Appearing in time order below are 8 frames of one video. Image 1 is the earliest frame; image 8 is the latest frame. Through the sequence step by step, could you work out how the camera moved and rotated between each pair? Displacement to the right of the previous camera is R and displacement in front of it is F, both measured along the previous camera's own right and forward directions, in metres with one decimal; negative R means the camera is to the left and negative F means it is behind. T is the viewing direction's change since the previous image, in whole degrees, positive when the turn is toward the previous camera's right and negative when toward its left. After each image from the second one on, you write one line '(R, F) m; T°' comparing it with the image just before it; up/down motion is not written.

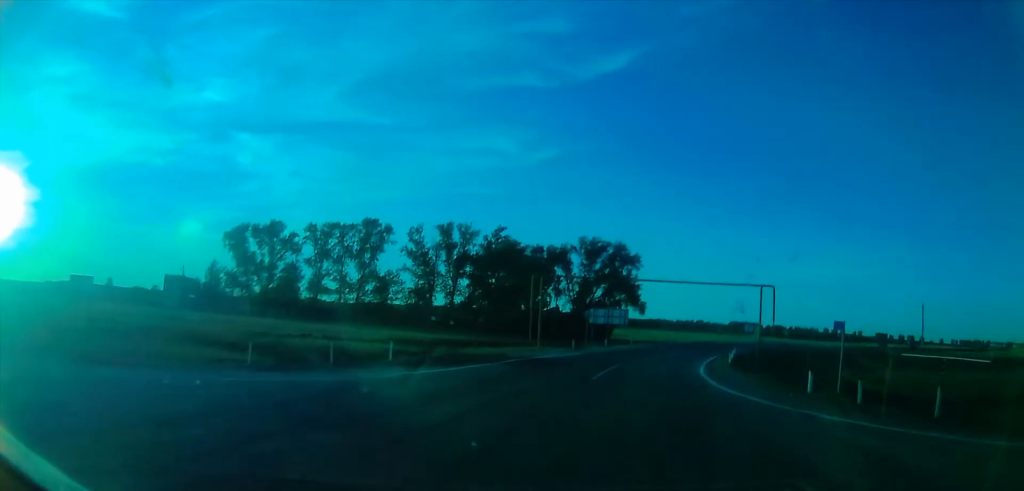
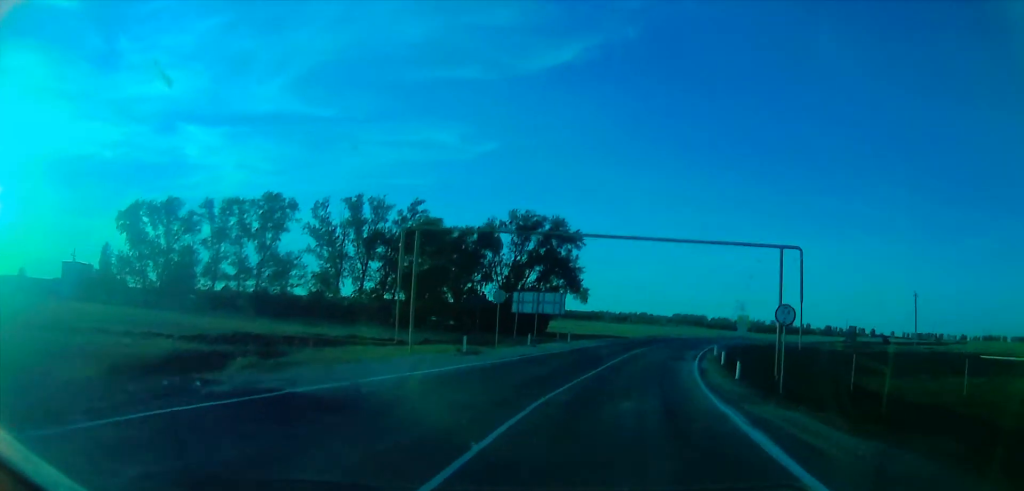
(+1.1, +18.6) m; +5°
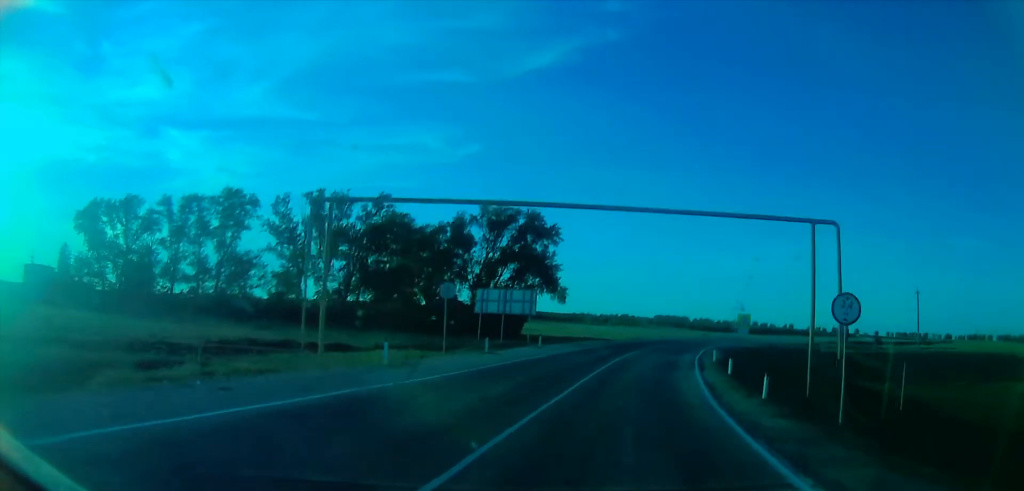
(+0.1, +7.2) m; +1°
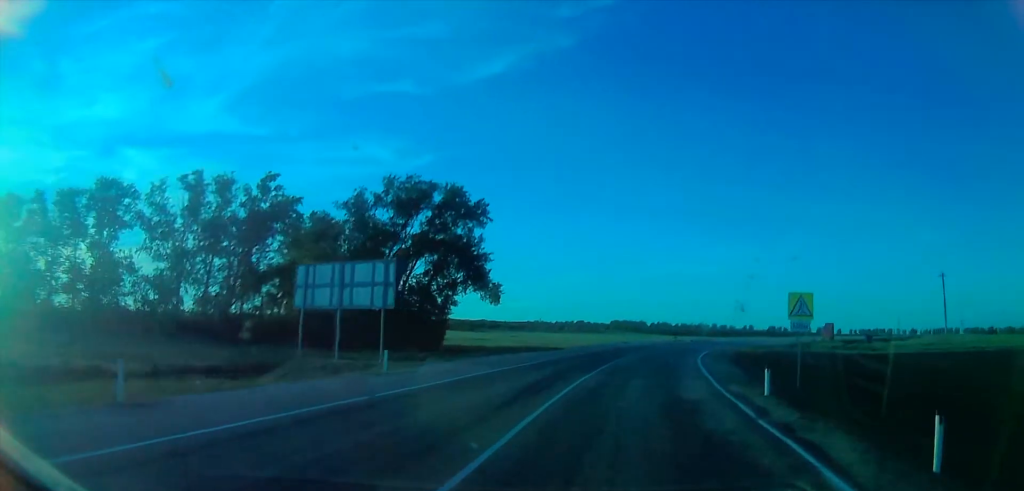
(+0.5, +20.9) m; +3°
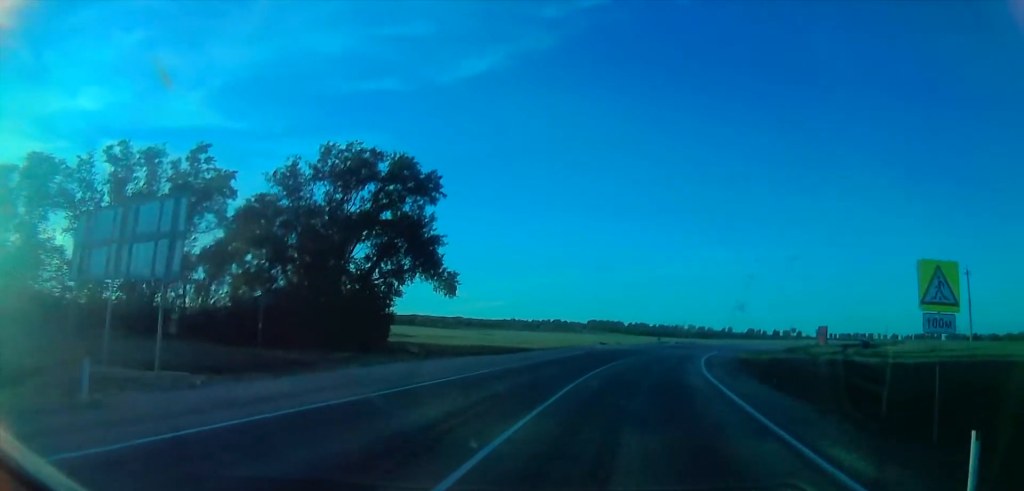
(+0.2, +11.1) m; +2°
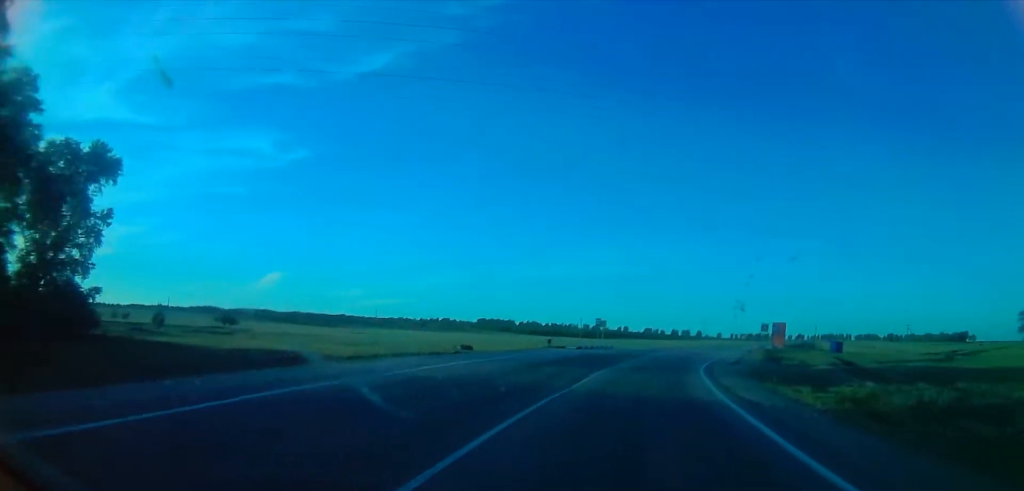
(+3.7, +40.1) m; +10°
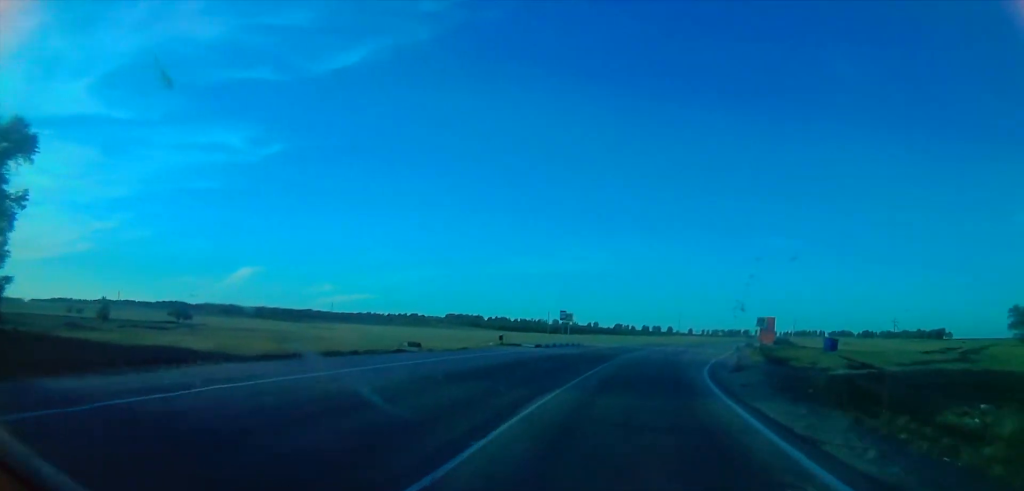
(-0.1, +10.9) m; +2°
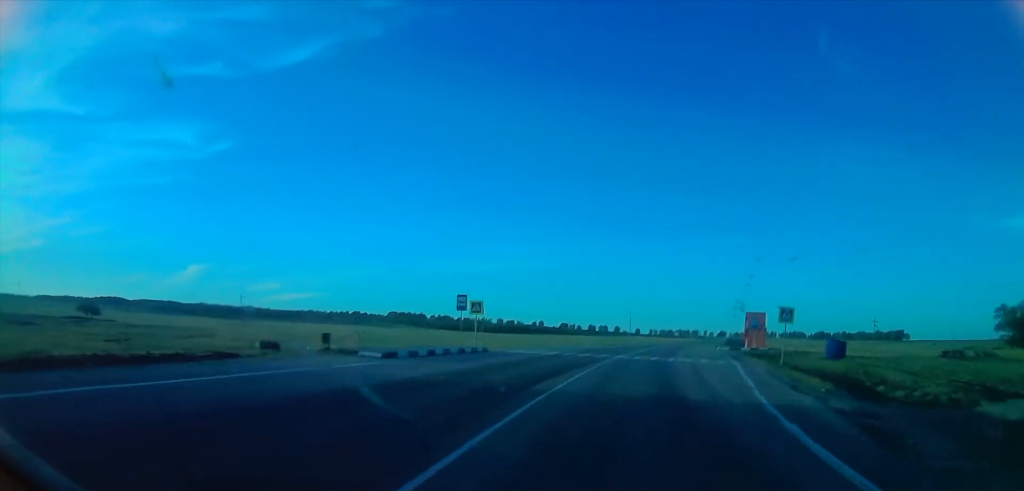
(+1.4, +23.1) m; +5°
